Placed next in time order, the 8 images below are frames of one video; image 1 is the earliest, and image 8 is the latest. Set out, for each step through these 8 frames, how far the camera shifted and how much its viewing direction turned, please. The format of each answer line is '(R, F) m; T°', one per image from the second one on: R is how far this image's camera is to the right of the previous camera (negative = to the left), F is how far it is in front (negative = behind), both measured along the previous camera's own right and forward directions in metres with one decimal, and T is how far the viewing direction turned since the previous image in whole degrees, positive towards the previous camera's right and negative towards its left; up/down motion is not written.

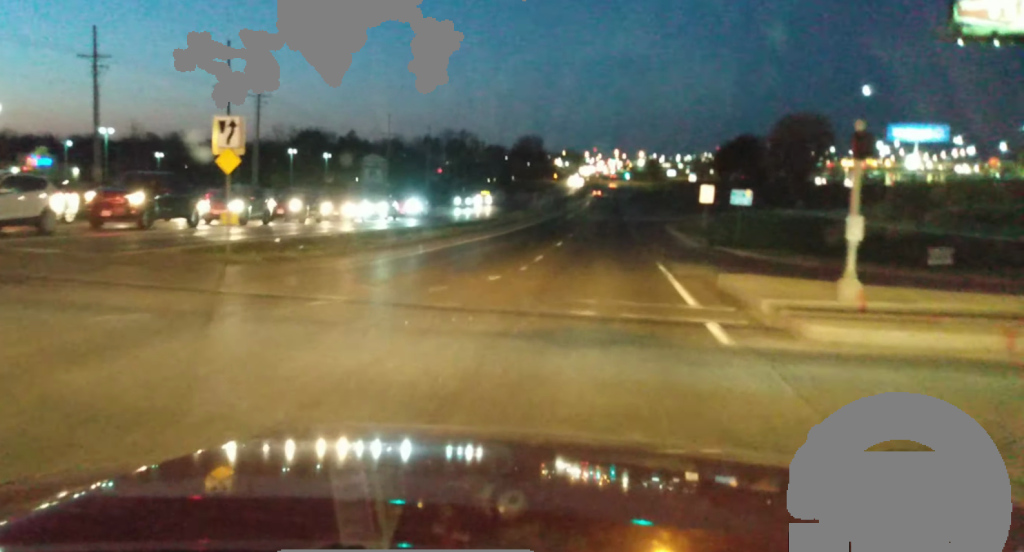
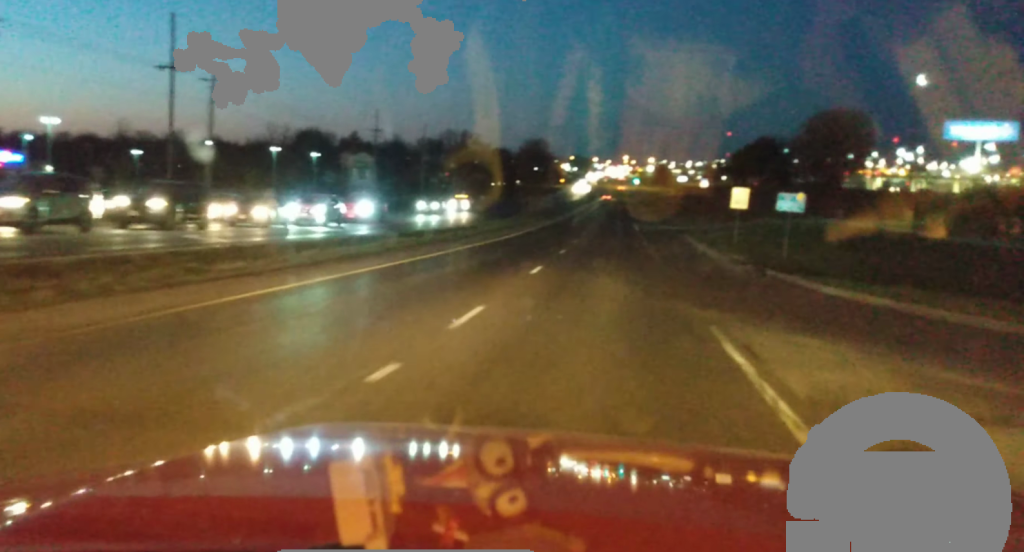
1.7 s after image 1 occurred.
(-0.5, +13.7) m; -1°
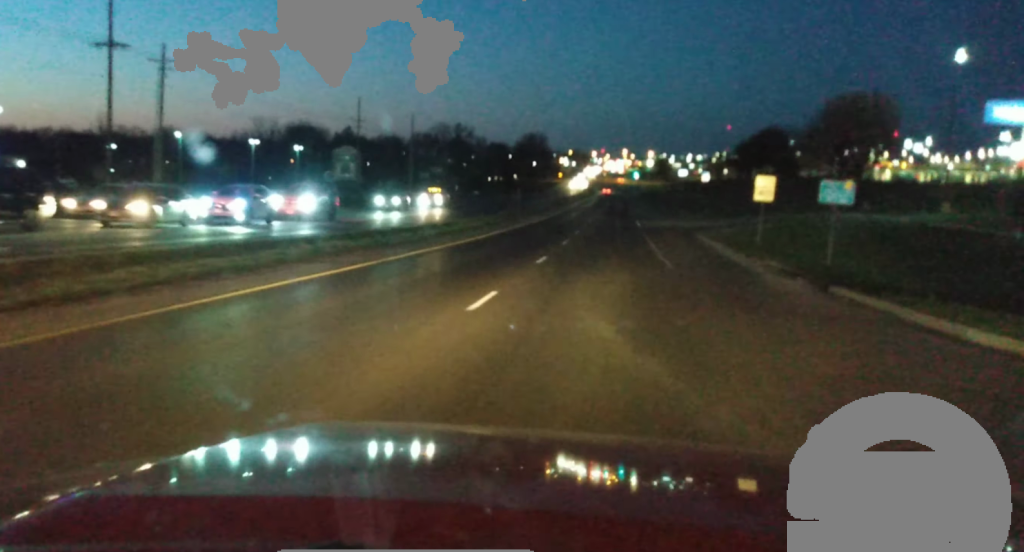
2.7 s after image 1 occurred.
(+0.2, +10.1) m; +2°
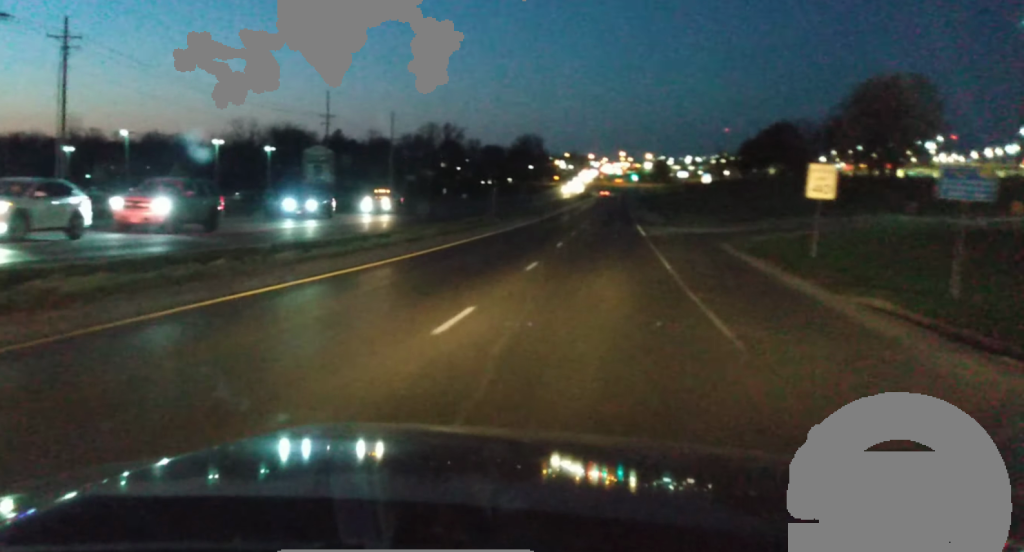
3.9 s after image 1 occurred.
(+0.1, +15.0) m; 0°
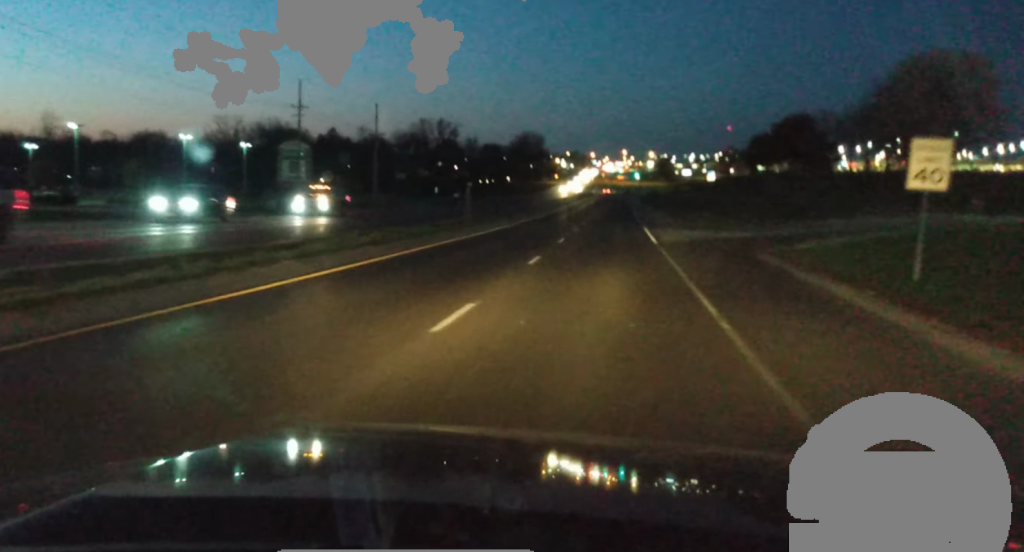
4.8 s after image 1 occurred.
(-0.1, +11.7) m; +1°
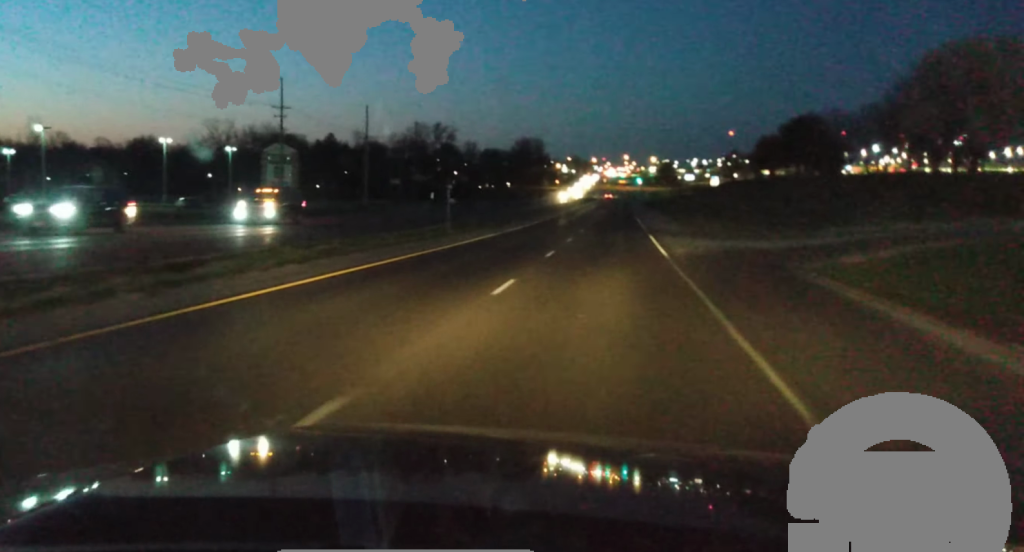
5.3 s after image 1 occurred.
(+0.2, +7.3) m; 0°
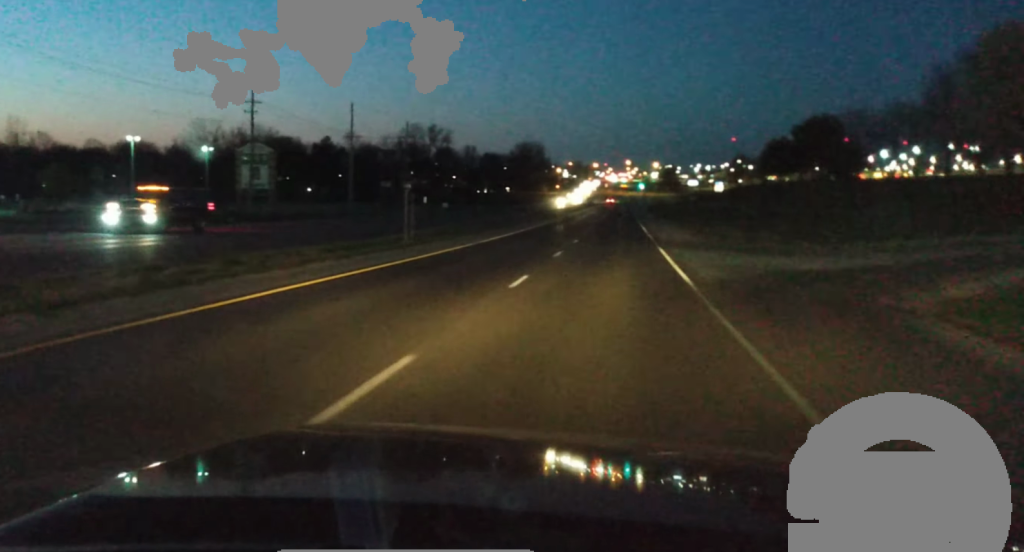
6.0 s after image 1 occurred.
(+0.1, +10.0) m; 0°
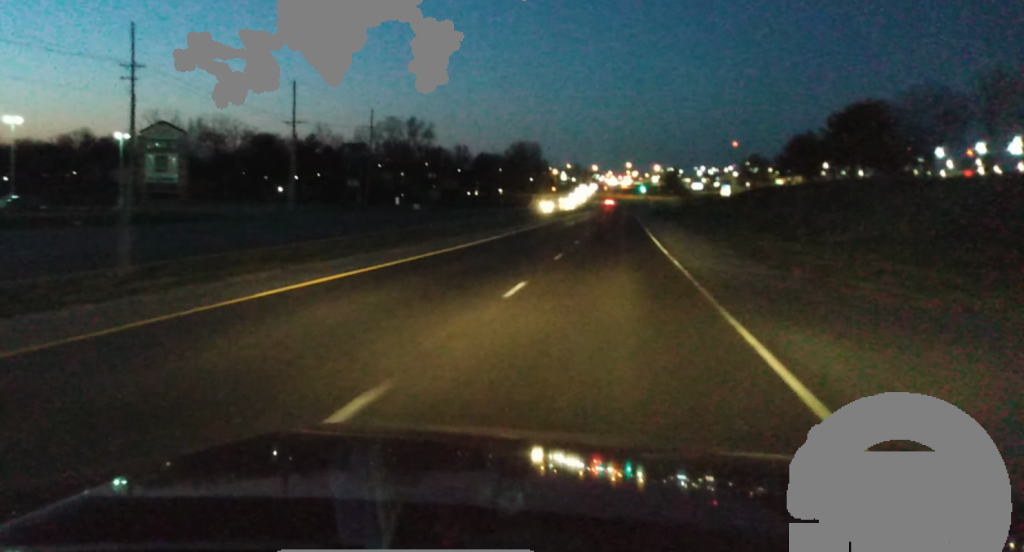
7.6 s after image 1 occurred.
(-0.3, +26.3) m; 0°
